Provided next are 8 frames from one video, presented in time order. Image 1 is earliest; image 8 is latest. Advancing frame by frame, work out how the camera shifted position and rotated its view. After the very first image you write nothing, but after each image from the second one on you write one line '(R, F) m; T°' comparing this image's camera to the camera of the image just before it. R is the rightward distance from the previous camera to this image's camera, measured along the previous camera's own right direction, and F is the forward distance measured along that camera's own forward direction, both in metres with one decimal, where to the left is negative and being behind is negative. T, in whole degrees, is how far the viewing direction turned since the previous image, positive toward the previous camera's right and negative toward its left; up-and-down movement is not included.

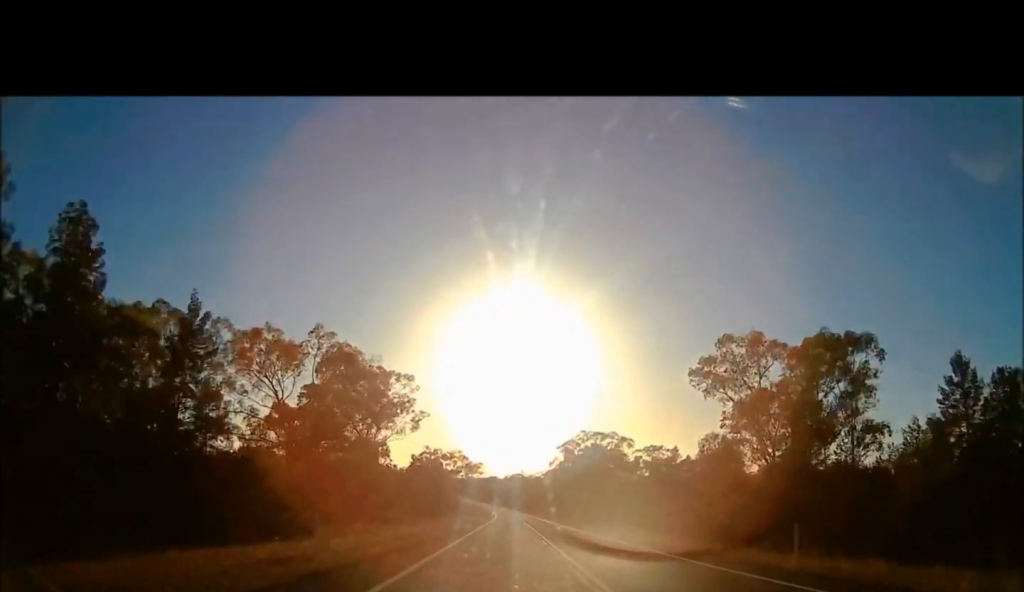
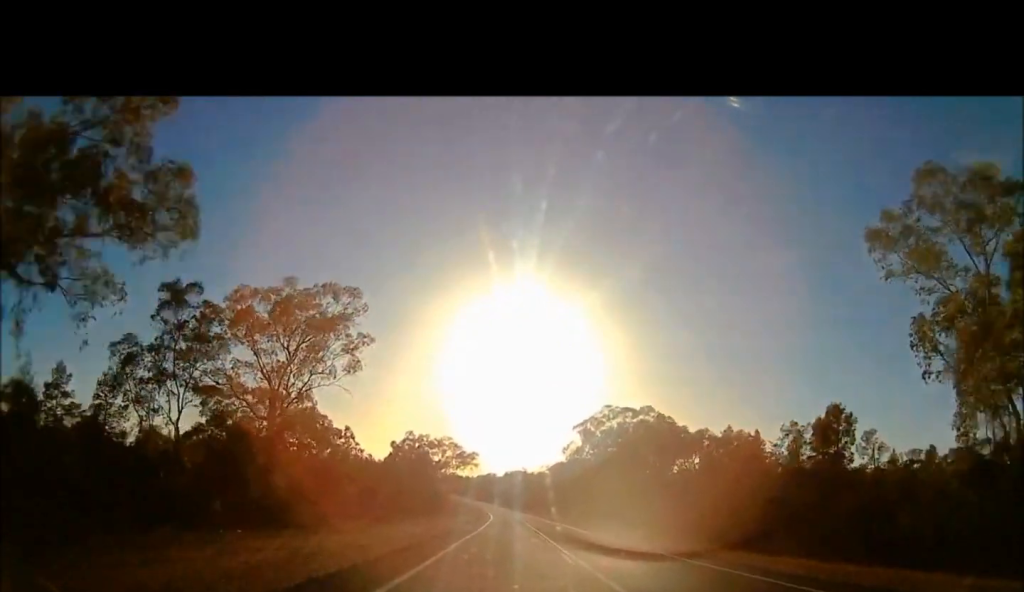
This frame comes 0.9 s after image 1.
(0.0, +29.9) m; 0°
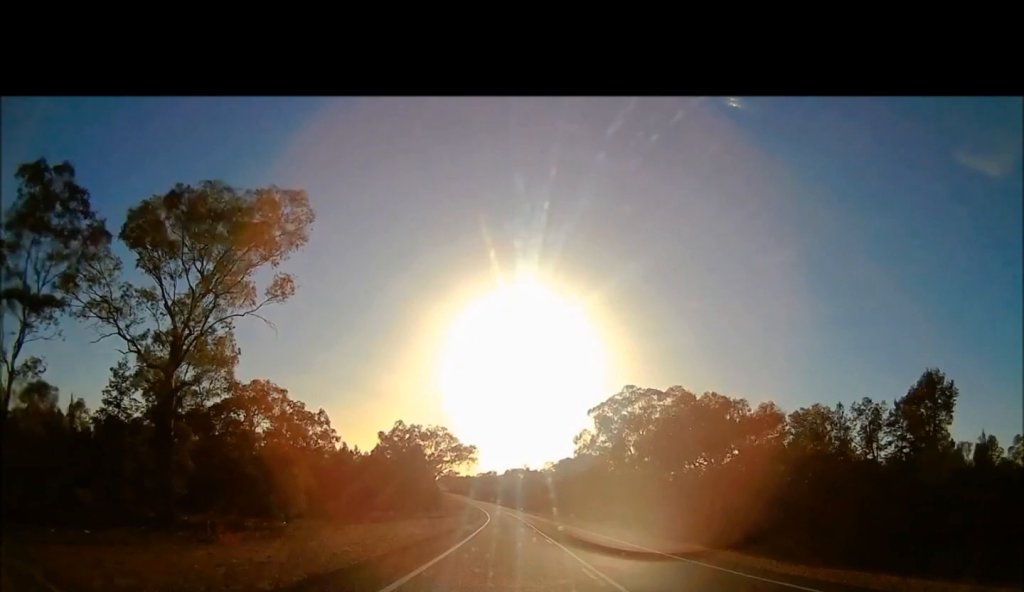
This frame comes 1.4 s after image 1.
(0.0, +15.5) m; 0°
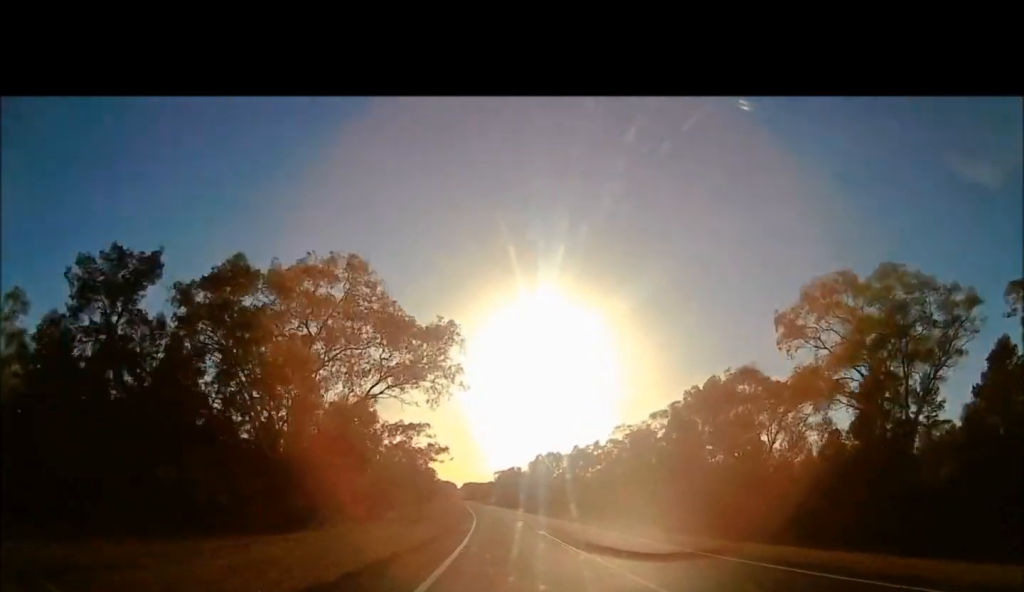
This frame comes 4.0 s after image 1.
(-1.3, +88.7) m; -2°
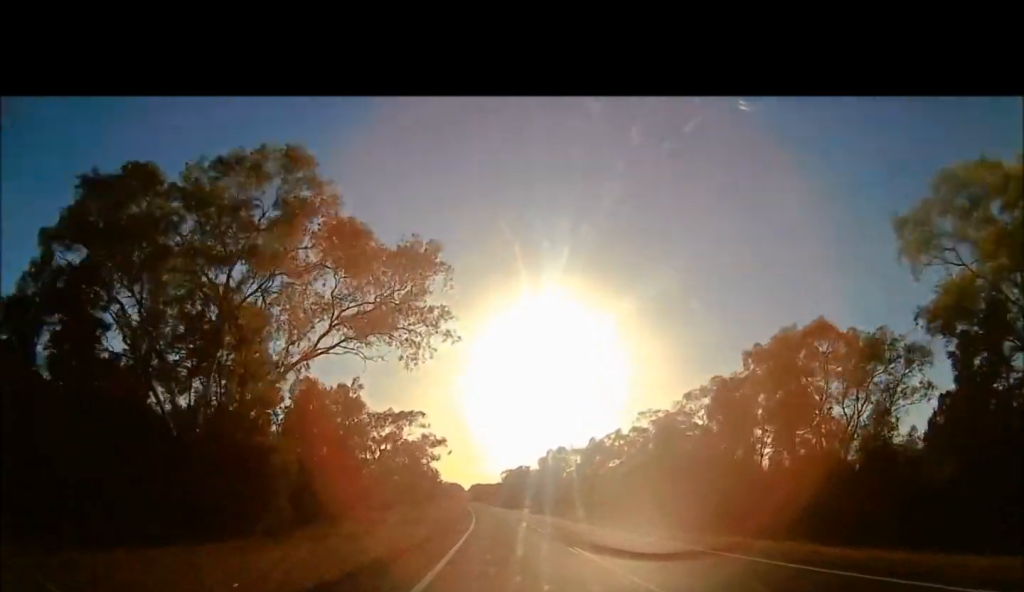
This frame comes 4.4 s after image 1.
(-0.2, +13.4) m; -1°
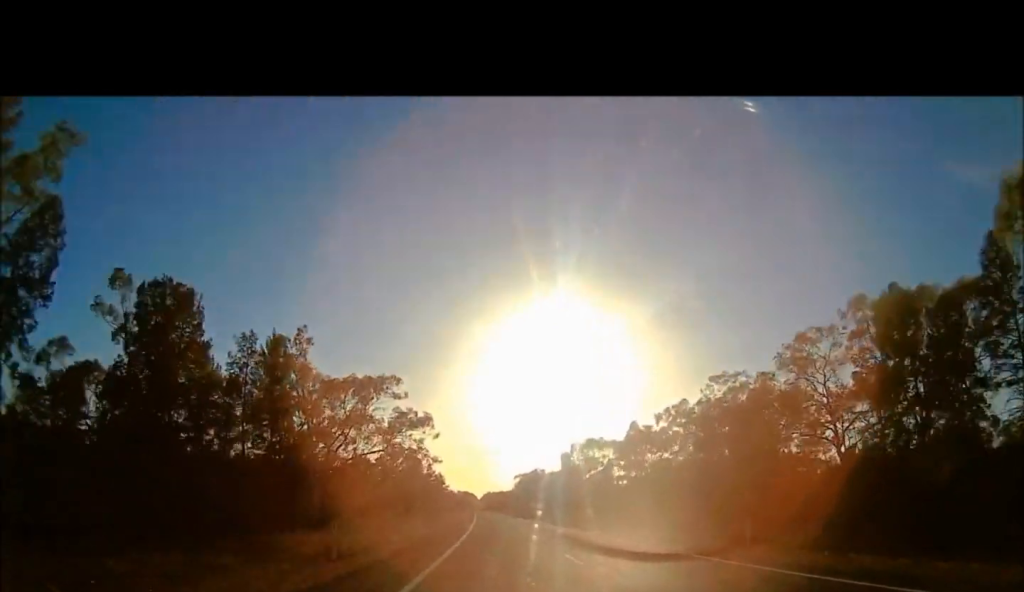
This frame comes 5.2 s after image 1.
(-0.1, +25.6) m; 0°
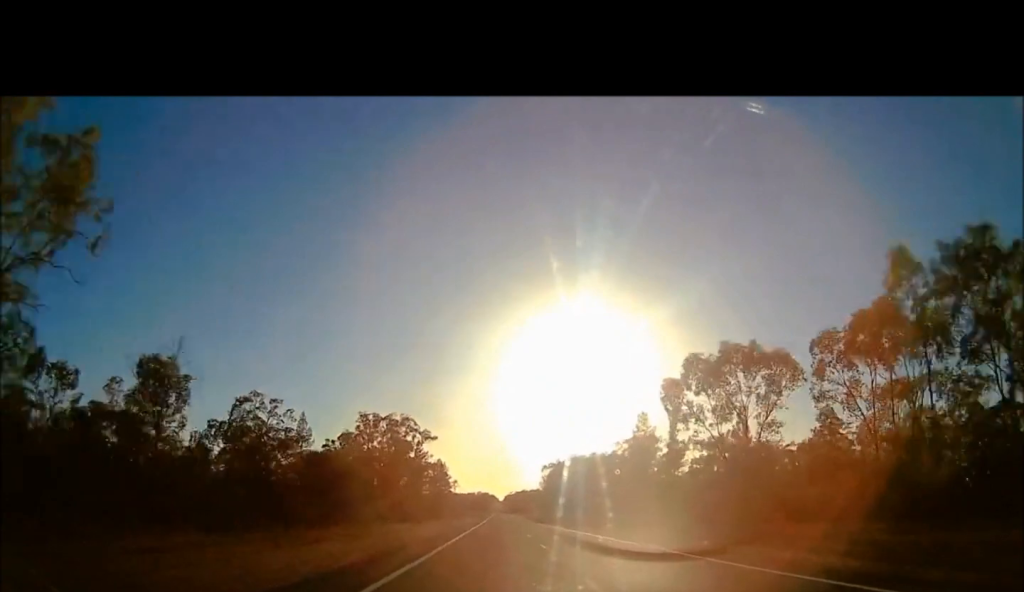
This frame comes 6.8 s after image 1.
(-0.1, +54.9) m; -1°
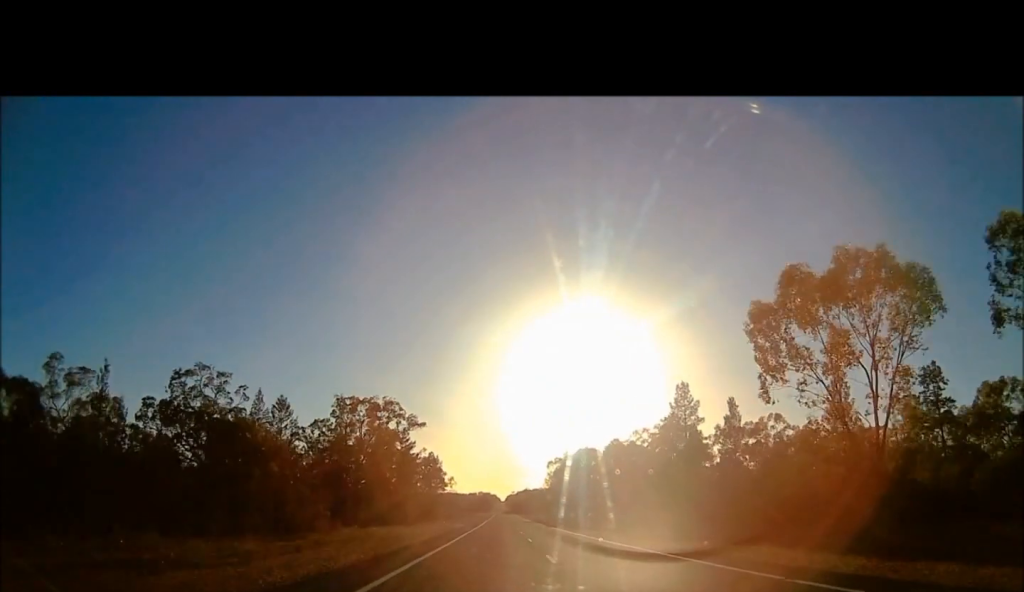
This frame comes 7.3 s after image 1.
(+0.2, +16.8) m; -1°
